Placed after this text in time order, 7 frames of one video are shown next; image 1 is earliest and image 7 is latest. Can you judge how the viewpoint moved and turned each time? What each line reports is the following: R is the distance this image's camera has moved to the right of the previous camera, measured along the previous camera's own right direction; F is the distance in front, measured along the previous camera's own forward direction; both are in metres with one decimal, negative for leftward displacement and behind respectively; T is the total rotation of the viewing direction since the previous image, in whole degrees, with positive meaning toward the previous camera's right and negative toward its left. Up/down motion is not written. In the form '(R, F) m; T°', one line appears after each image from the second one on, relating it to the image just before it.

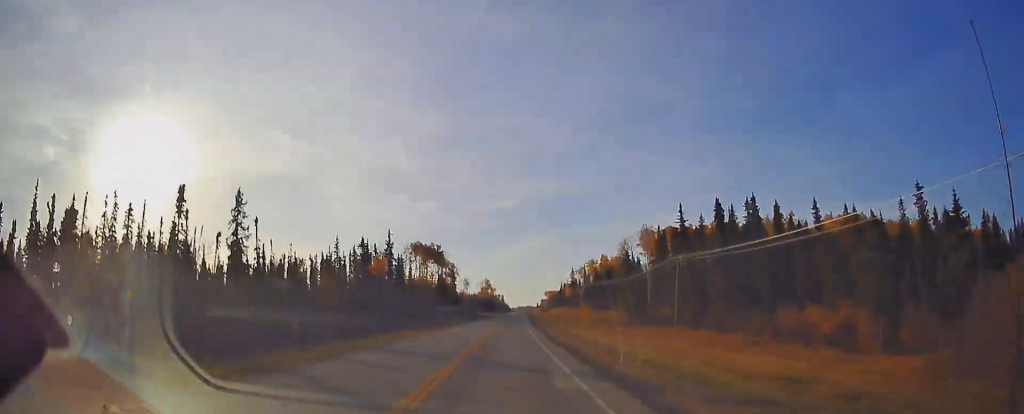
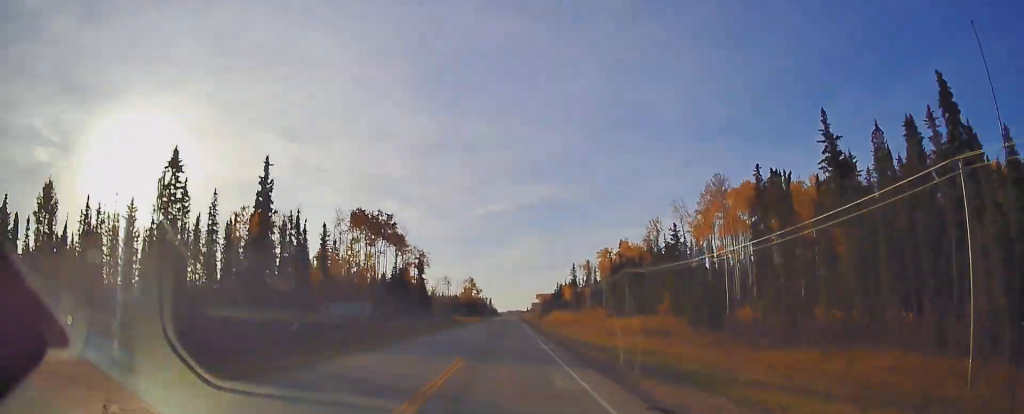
(+0.9, +55.2) m; +1°
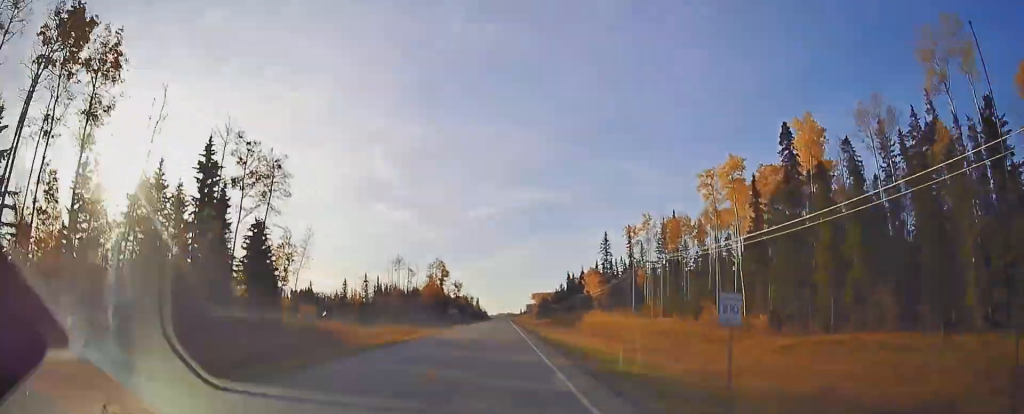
(+1.5, +109.6) m; +1°
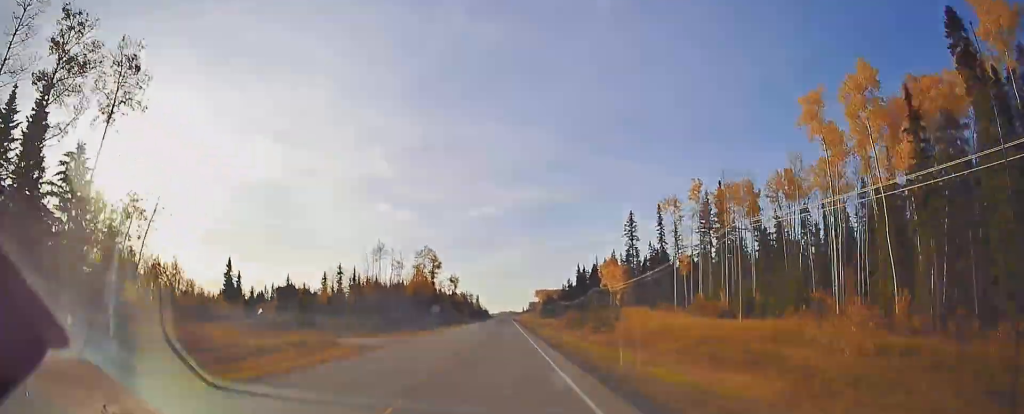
(-0.2, +32.1) m; 0°
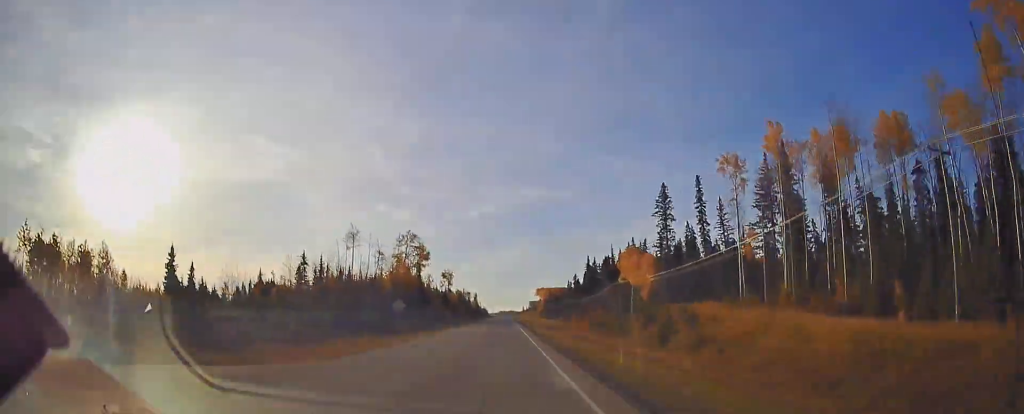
(0.0, +29.7) m; 0°
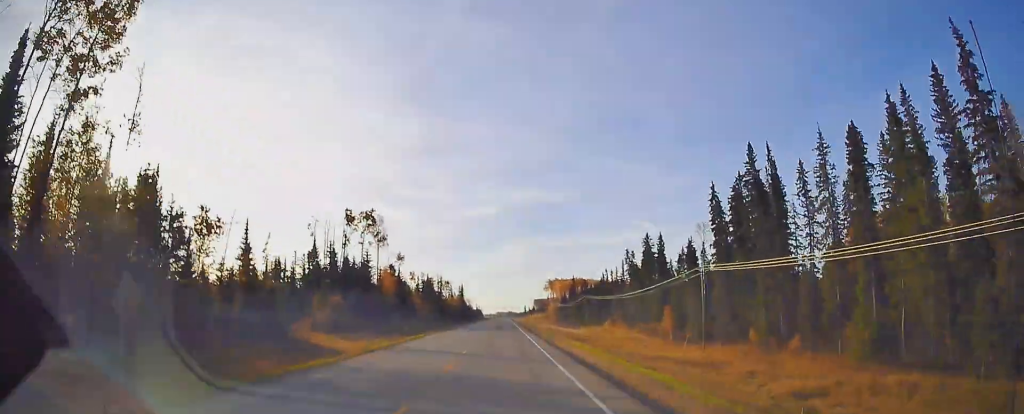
(+0.4, +141.7) m; 0°
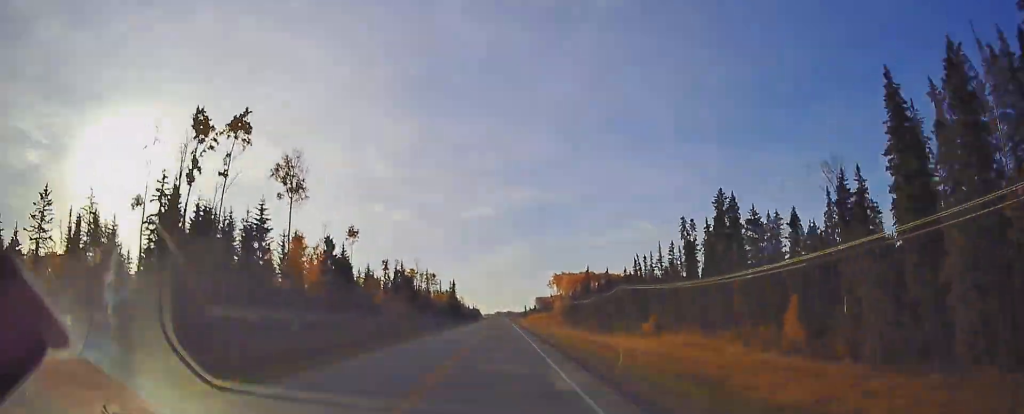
(-0.2, +48.1) m; 0°
